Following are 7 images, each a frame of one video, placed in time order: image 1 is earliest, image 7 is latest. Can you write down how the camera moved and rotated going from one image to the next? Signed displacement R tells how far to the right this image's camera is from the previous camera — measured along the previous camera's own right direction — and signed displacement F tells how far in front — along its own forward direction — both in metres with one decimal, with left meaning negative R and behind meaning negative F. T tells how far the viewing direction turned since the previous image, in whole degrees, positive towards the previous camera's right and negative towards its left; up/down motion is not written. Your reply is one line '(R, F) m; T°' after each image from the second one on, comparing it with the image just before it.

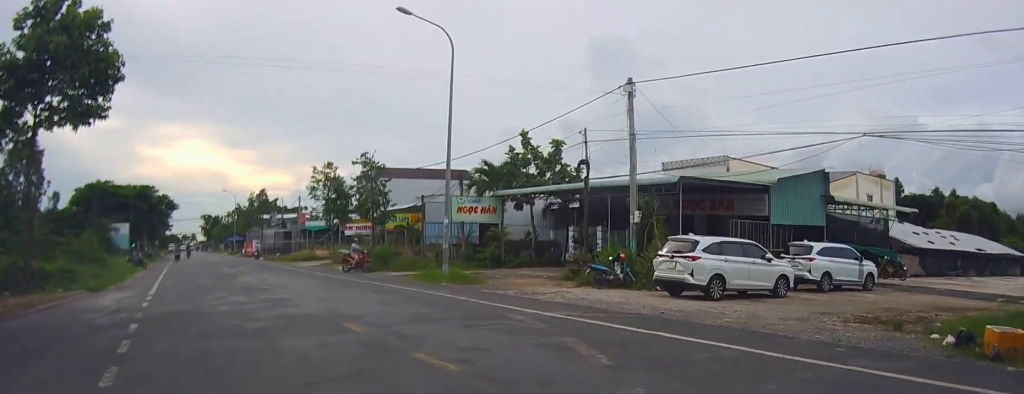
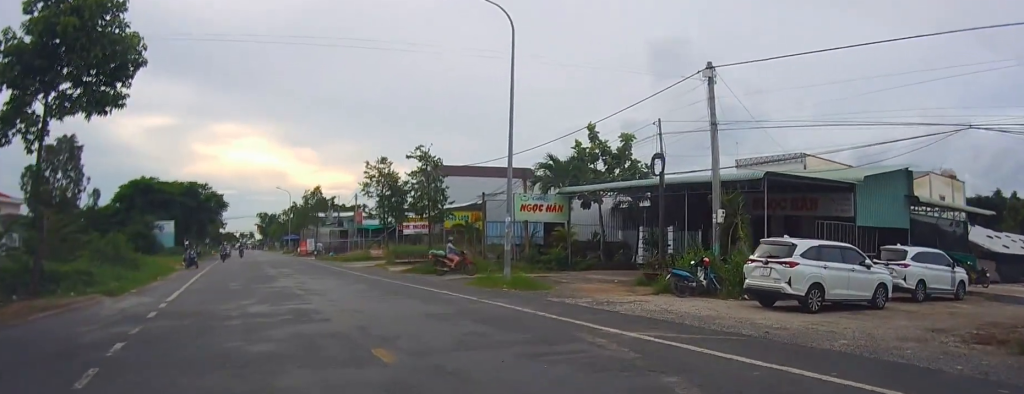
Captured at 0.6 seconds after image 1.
(+0.3, +2.4) m; -2°
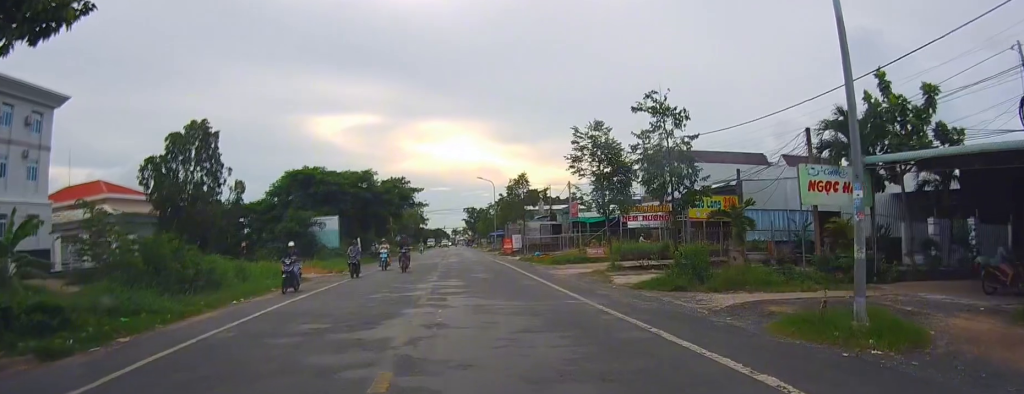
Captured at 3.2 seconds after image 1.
(-4.1, +9.6) m; -41°
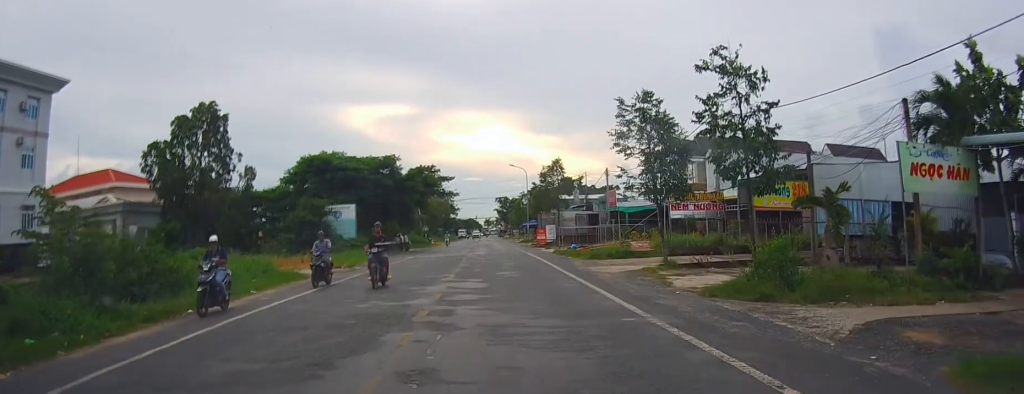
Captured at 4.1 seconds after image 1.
(-0.3, +4.4) m; -5°
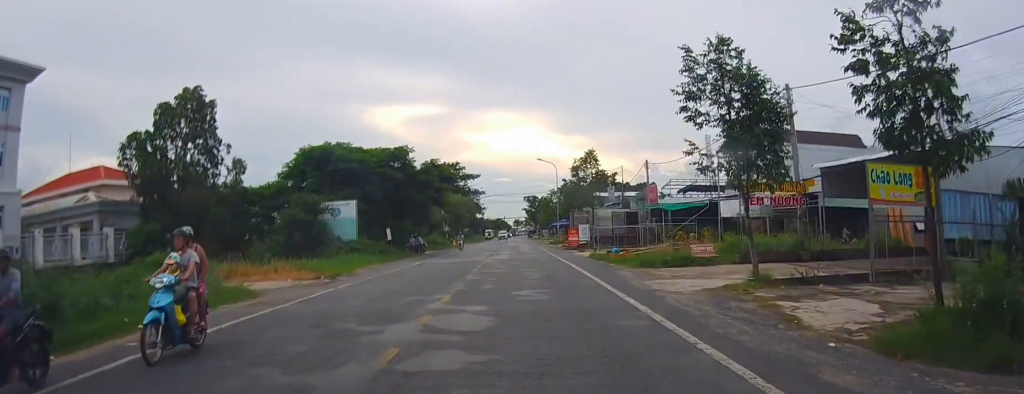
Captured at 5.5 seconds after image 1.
(-0.2, +6.5) m; 0°
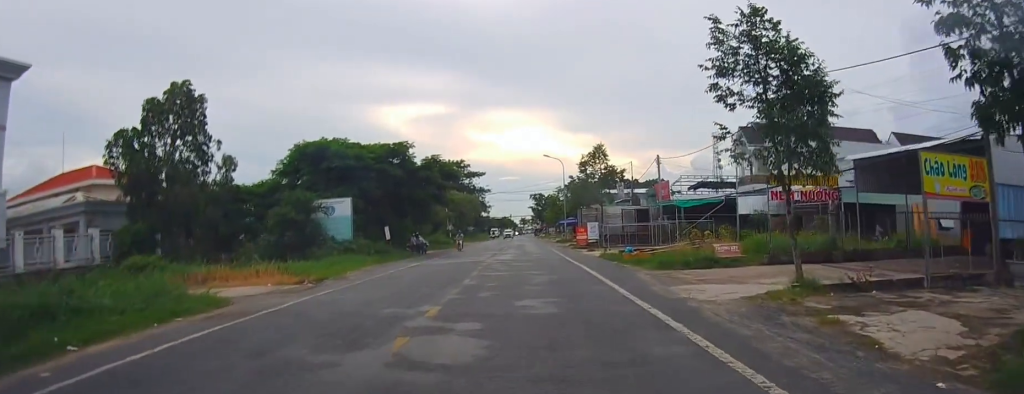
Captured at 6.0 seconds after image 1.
(+0.1, +2.2) m; +1°
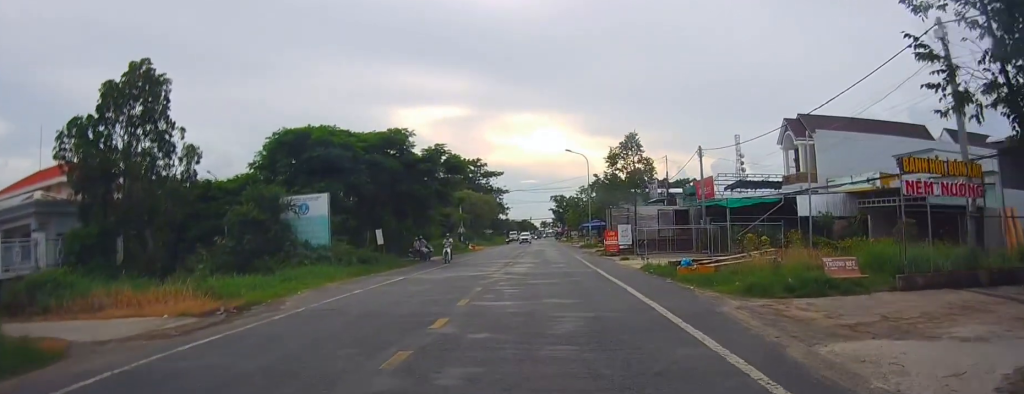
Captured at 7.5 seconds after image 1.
(+0.2, +7.3) m; +1°
